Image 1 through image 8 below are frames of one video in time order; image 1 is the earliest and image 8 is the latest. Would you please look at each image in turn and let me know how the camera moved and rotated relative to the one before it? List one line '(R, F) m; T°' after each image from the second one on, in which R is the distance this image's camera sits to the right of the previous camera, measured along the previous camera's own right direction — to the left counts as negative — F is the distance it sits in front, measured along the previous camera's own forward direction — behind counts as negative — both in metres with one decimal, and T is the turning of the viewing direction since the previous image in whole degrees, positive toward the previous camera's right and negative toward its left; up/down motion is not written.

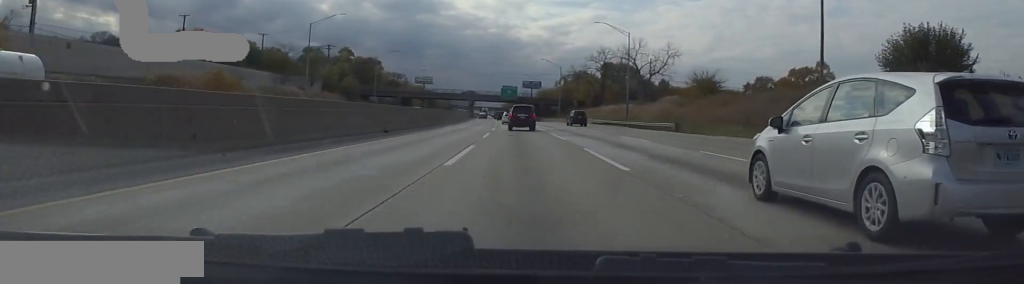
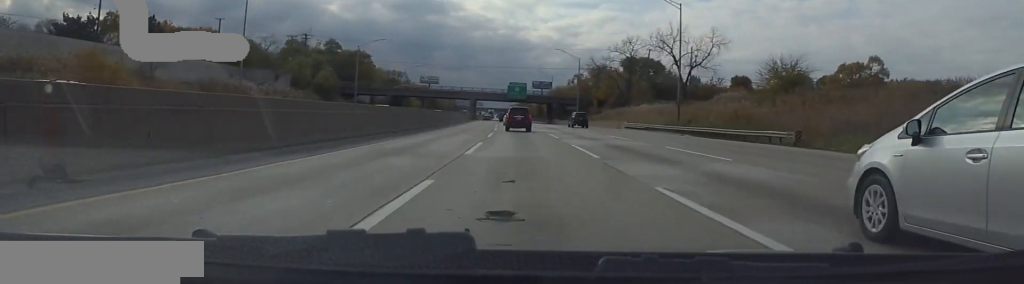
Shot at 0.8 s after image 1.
(-0.9, +25.3) m; 0°
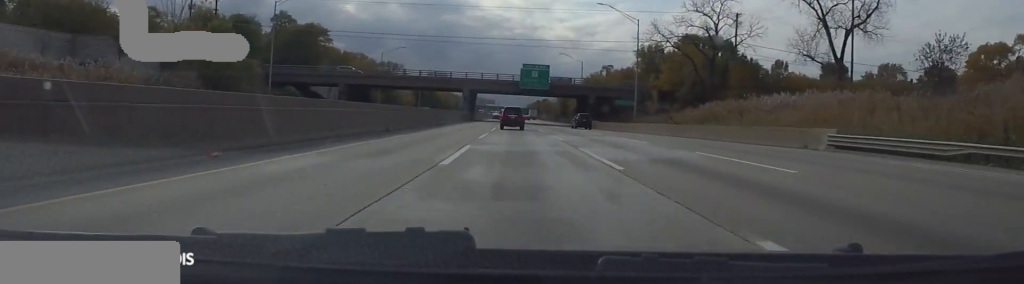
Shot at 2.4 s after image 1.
(+0.4, +49.5) m; -2°
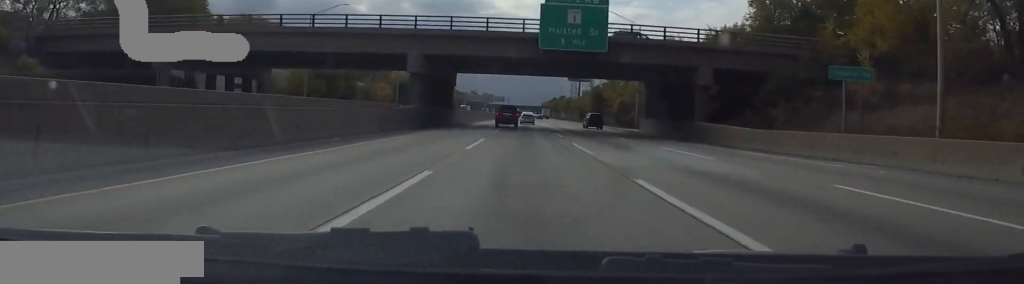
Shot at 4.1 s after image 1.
(-0.9, +54.9) m; -1°
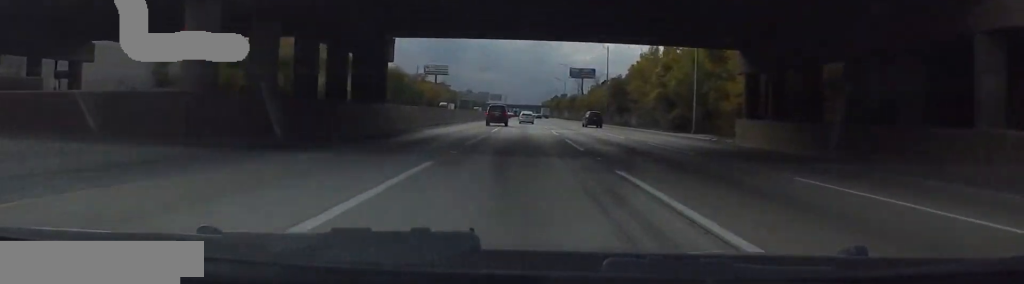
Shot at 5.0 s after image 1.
(0.0, +29.3) m; 0°
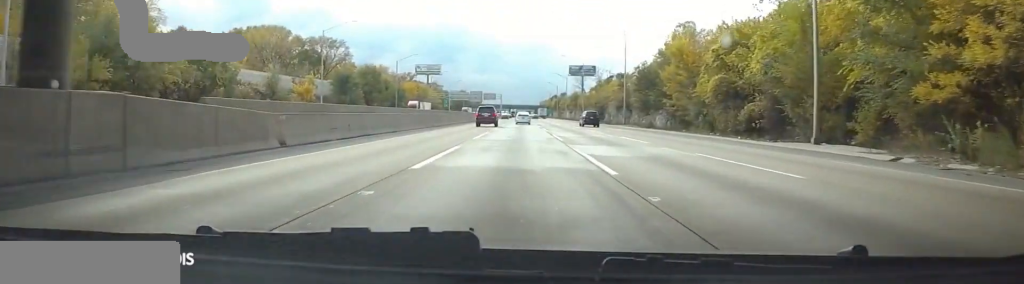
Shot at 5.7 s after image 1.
(0.0, +24.1) m; 0°
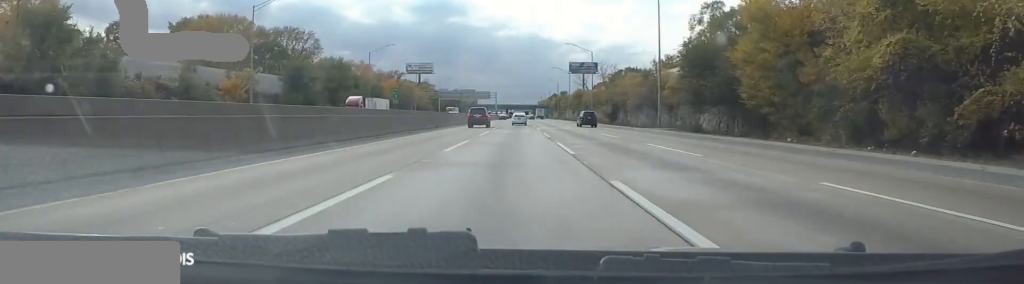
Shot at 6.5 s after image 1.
(0.0, +24.9) m; 0°
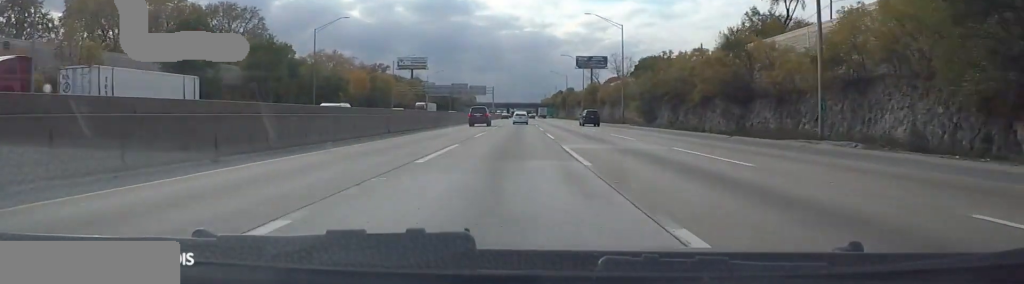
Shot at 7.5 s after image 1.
(0.0, +36.0) m; 0°
